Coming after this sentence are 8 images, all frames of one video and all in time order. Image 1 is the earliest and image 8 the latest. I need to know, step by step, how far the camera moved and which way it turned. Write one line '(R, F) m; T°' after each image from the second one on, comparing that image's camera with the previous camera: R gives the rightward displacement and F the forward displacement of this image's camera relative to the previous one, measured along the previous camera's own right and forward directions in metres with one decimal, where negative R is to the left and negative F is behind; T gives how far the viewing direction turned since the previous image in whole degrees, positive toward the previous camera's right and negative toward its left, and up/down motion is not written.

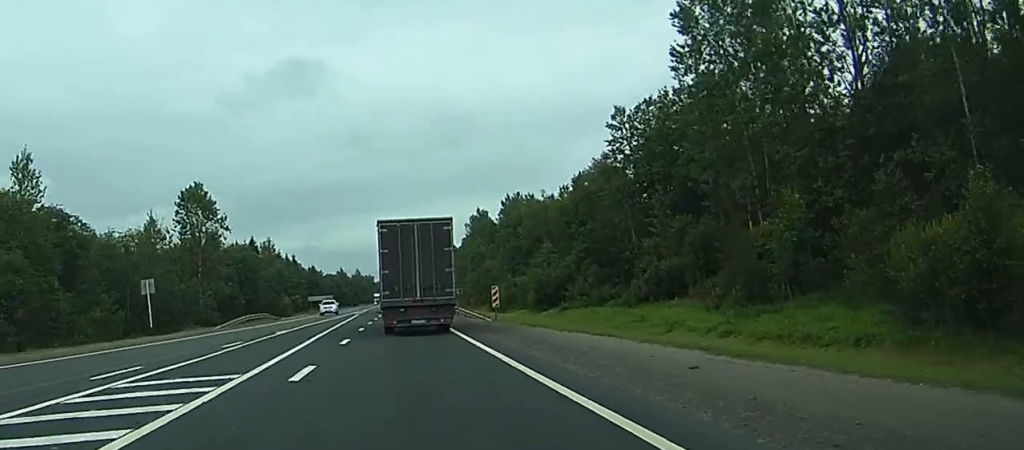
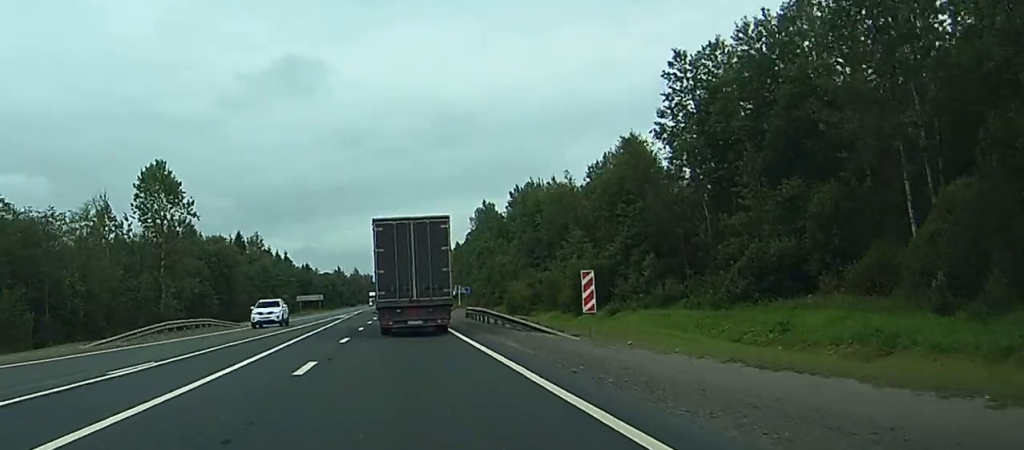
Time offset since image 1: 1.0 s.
(0.0, +22.8) m; 0°
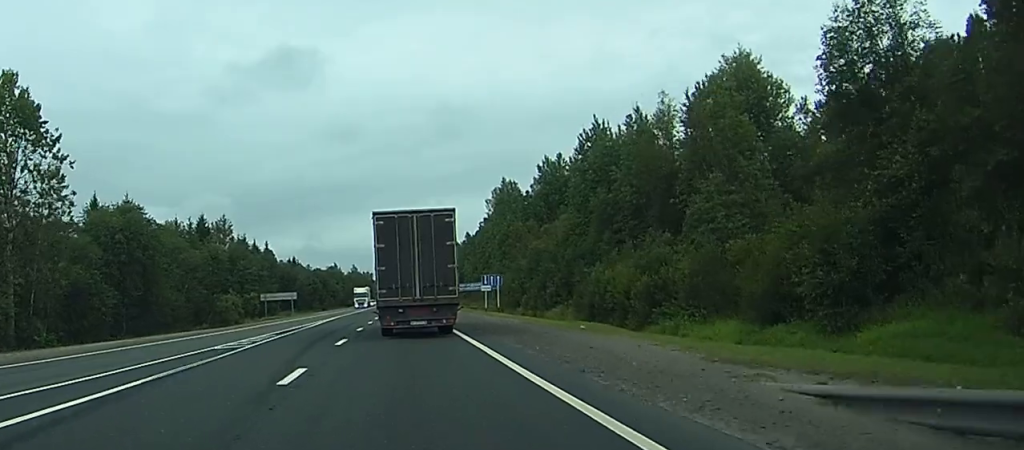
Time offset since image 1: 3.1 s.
(0.0, +49.5) m; 0°
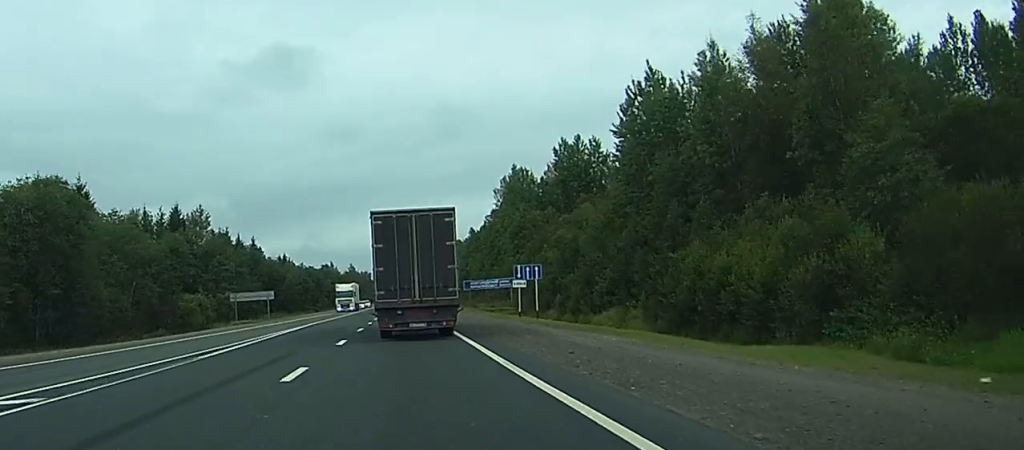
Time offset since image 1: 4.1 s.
(0.0, +23.5) m; 0°
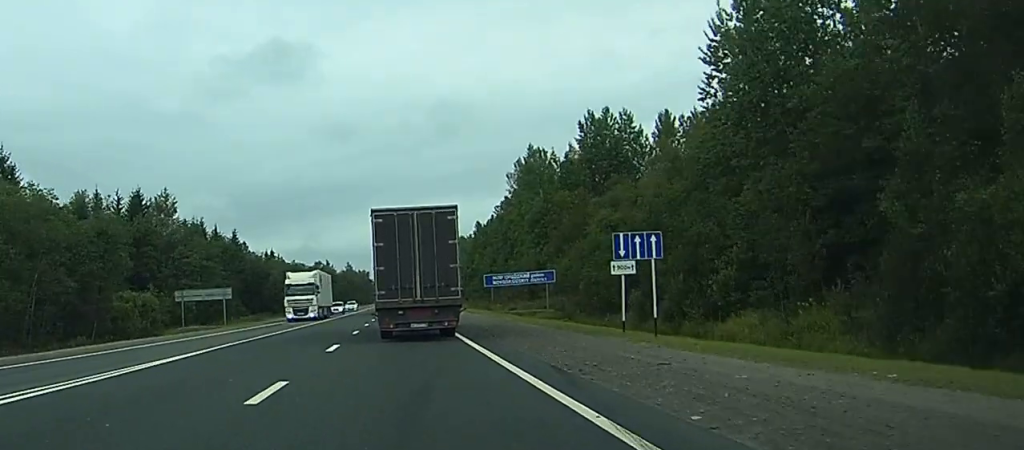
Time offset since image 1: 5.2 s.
(0.0, +27.3) m; 0°
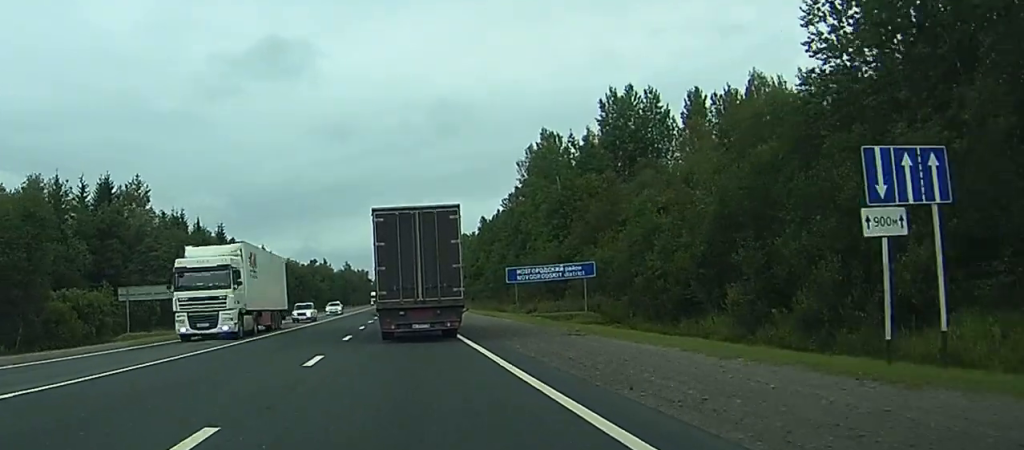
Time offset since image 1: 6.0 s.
(-0.1, +17.1) m; 0°
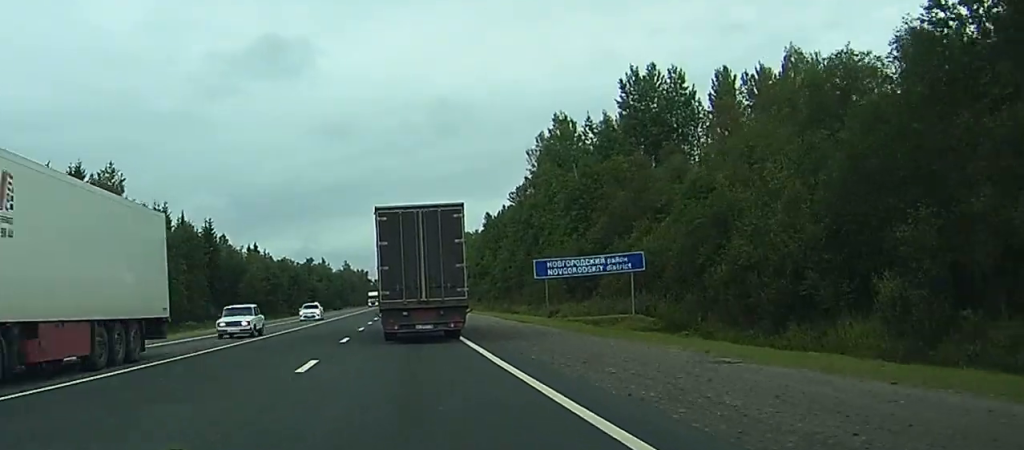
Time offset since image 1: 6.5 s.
(0.0, +13.2) m; 0°
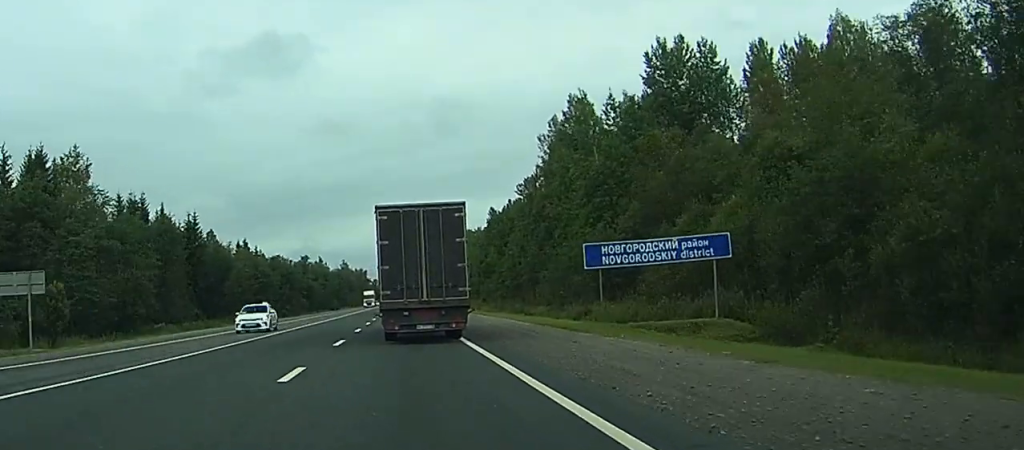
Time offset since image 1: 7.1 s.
(+0.1, +14.1) m; 0°
